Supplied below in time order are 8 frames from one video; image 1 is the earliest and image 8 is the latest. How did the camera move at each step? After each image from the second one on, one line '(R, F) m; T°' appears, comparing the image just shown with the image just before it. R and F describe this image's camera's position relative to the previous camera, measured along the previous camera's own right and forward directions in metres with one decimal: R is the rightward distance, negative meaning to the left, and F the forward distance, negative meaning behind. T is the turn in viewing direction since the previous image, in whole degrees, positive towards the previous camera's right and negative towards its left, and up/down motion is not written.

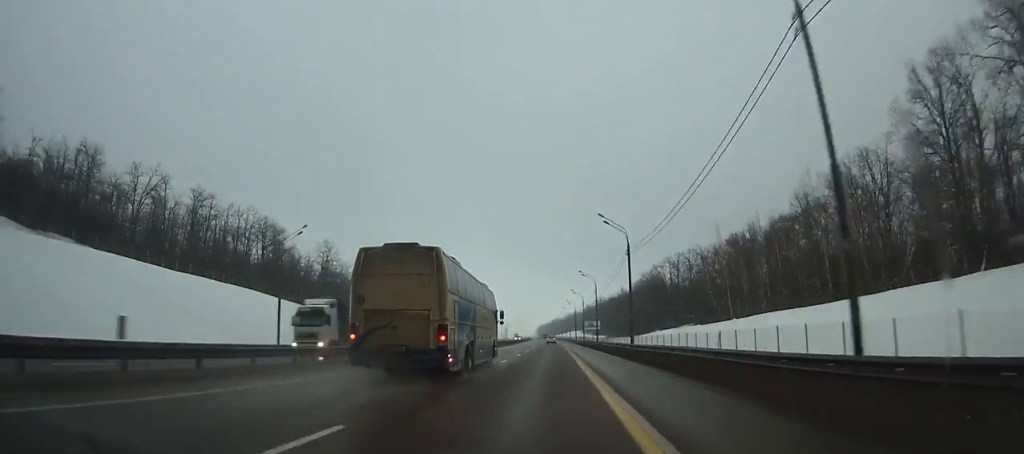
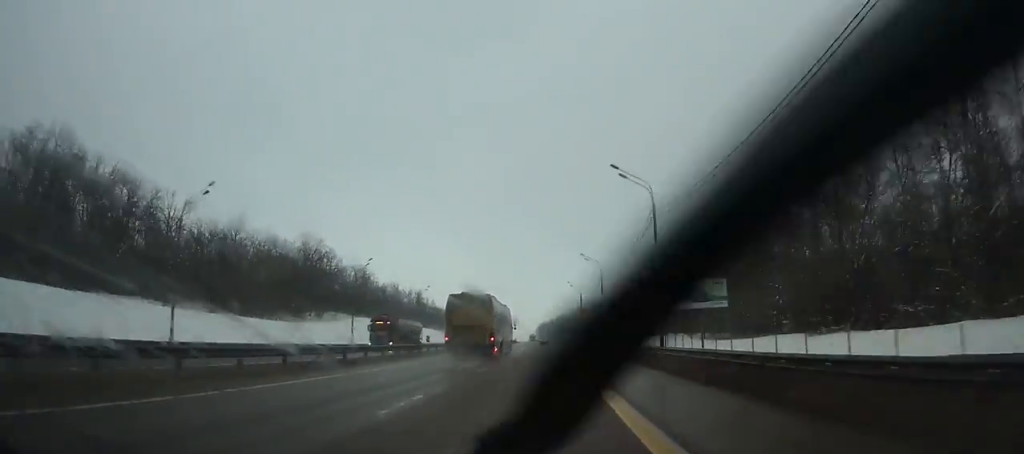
(-1.1, +158.0) m; -1°
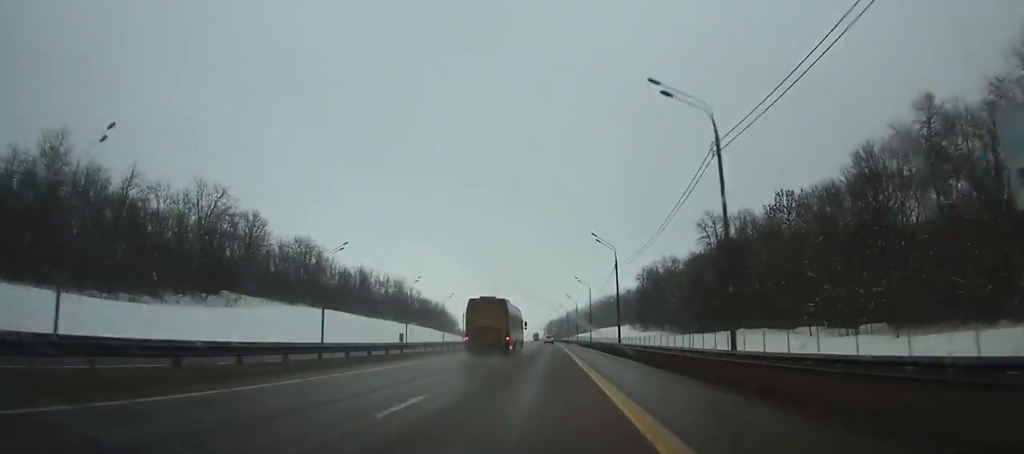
(-0.2, +45.6) m; 0°
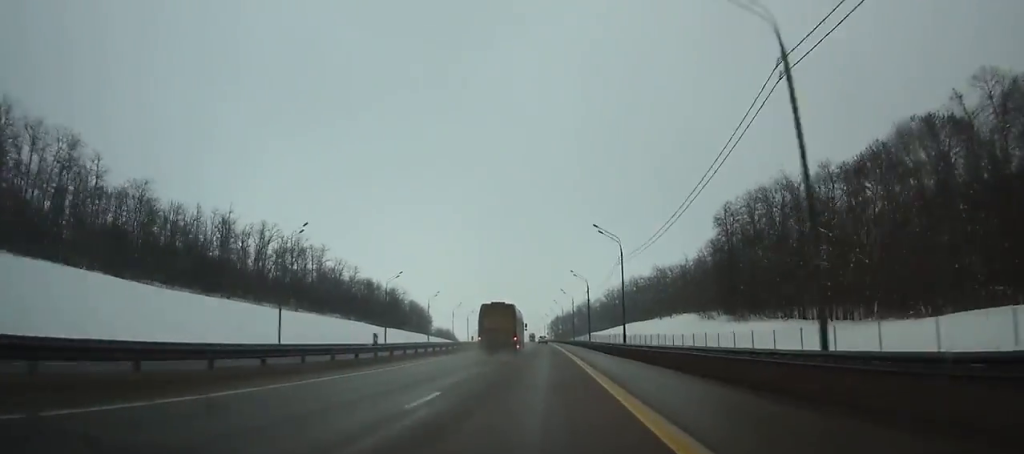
(-0.6, +80.0) m; -1°
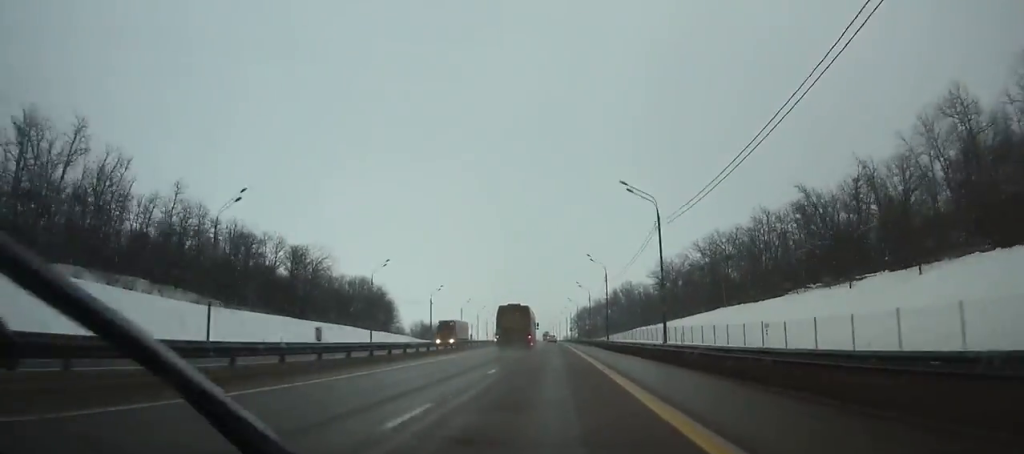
(-1.1, +82.3) m; -2°
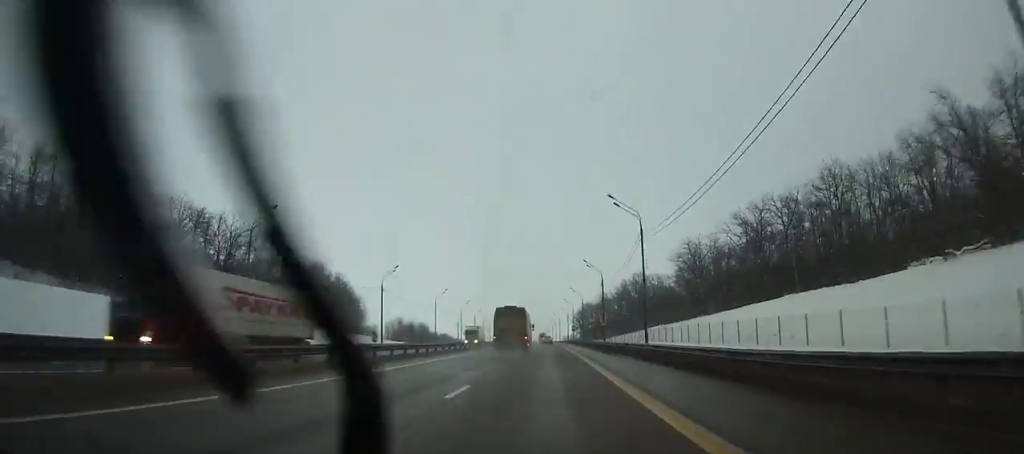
(-0.1, +29.8) m; -1°
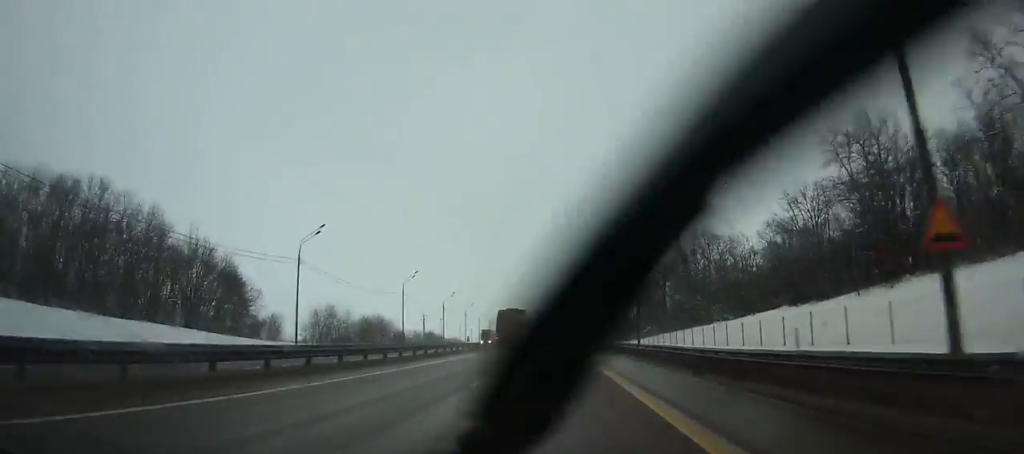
(-0.5, +66.5) m; -1°
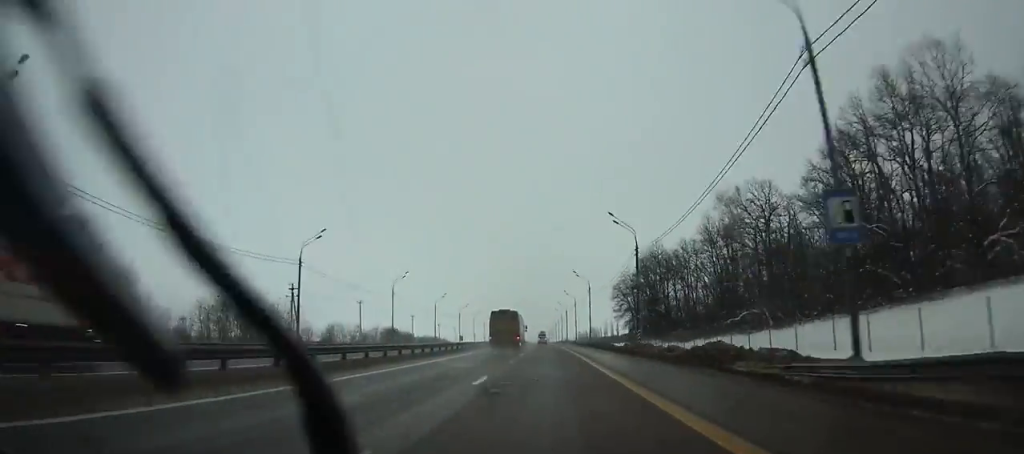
(-0.2, +69.0) m; -1°
